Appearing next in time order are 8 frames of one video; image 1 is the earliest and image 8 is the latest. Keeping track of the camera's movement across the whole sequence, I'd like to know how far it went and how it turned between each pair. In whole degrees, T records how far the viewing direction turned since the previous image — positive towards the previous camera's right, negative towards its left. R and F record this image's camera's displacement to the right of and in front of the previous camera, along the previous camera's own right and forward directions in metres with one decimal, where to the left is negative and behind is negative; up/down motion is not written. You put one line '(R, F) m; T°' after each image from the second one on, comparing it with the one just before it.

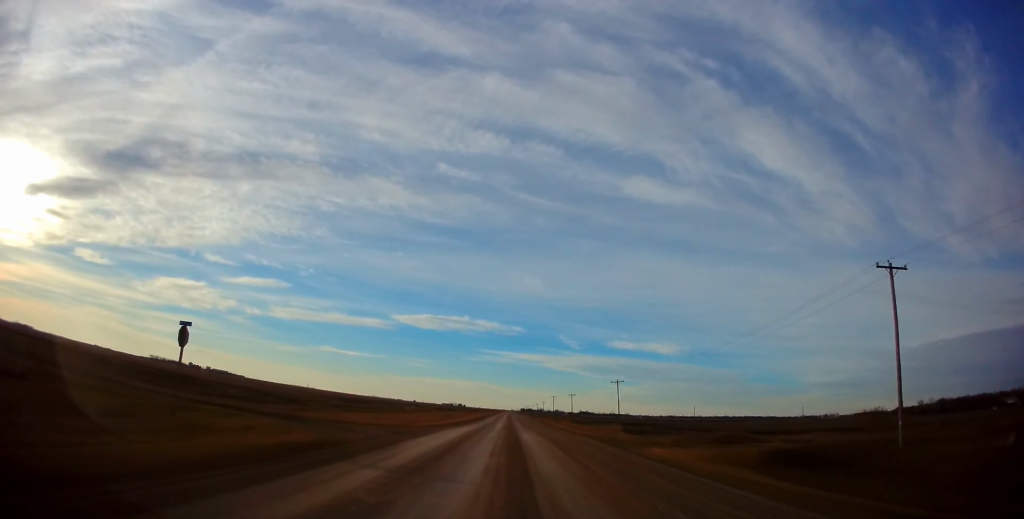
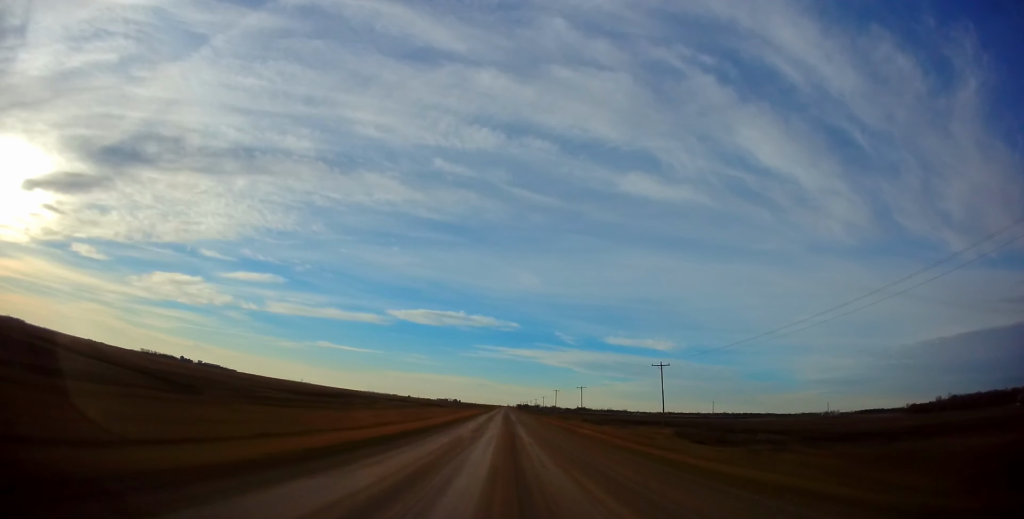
(-0.4, +33.6) m; -2°
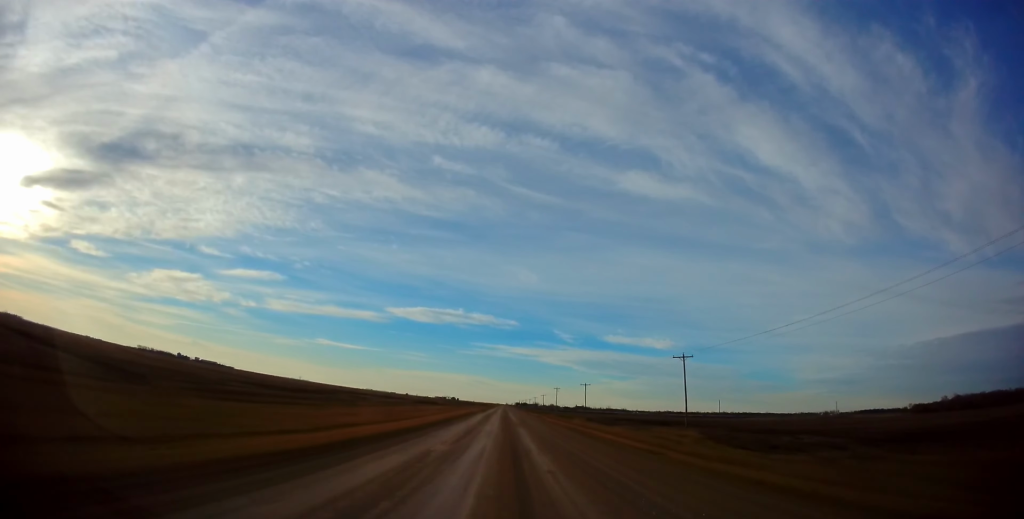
(-0.2, +10.5) m; 0°
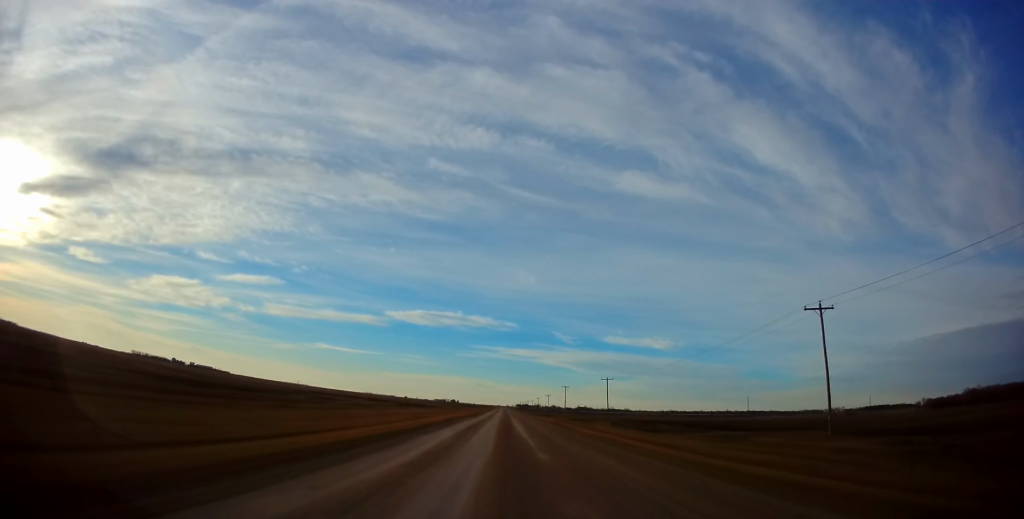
(+0.3, +30.0) m; +1°
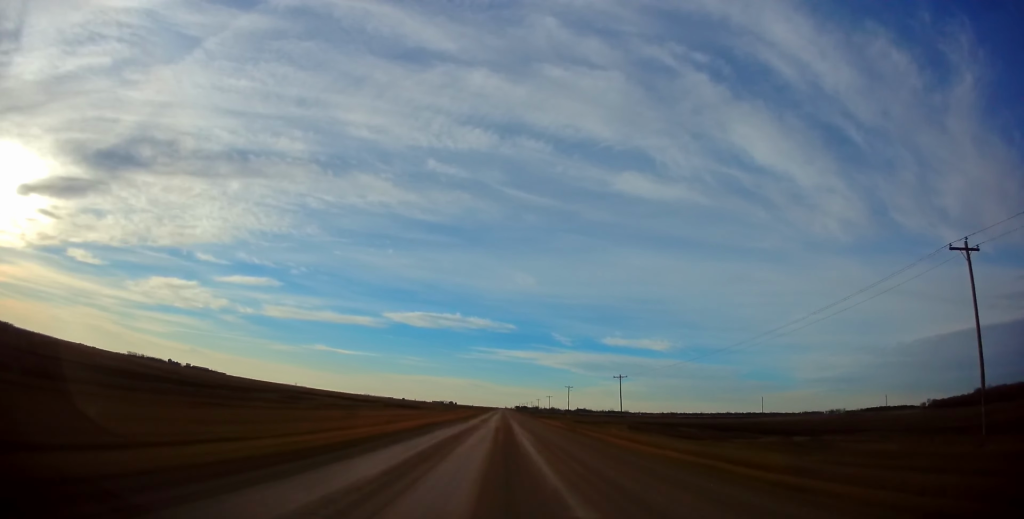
(0.0, +14.1) m; +1°
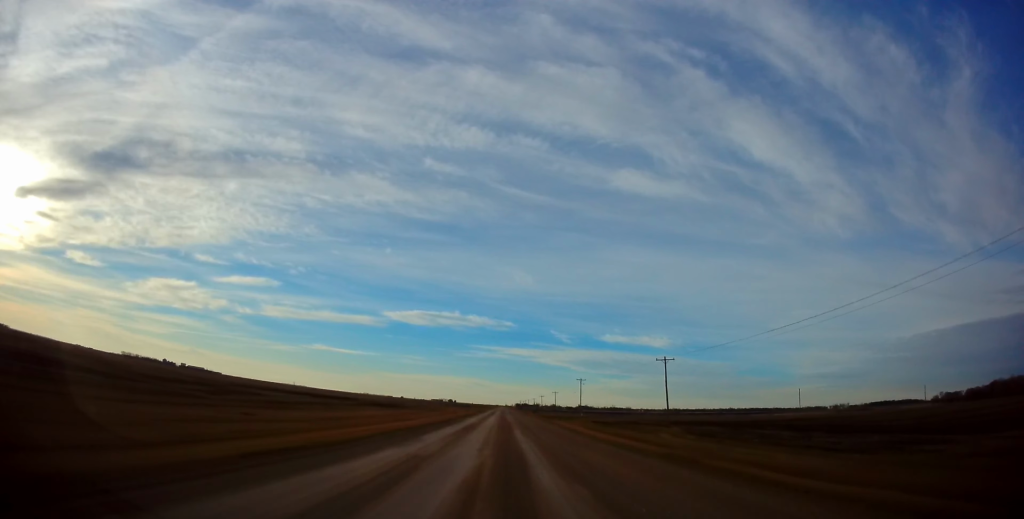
(+0.3, +27.9) m; +1°
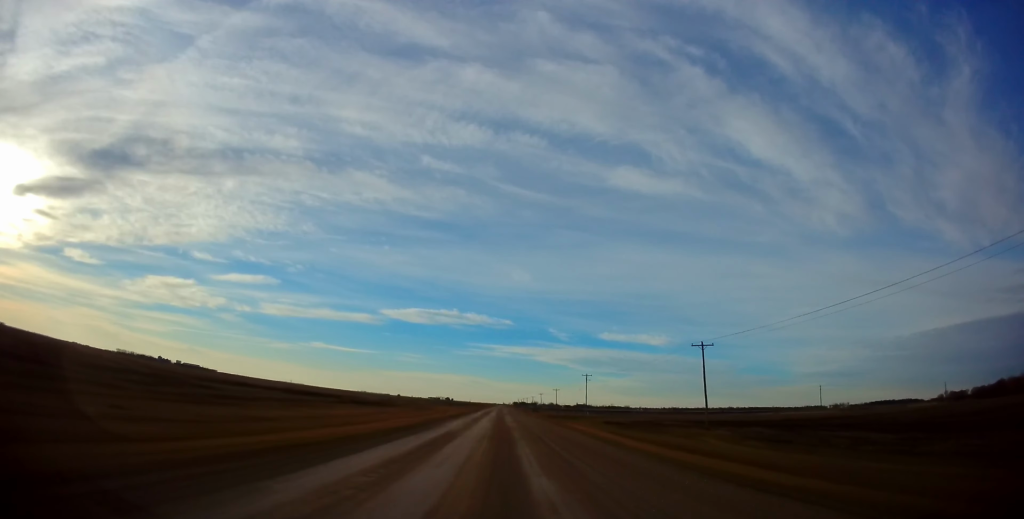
(+0.1, +14.4) m; 0°
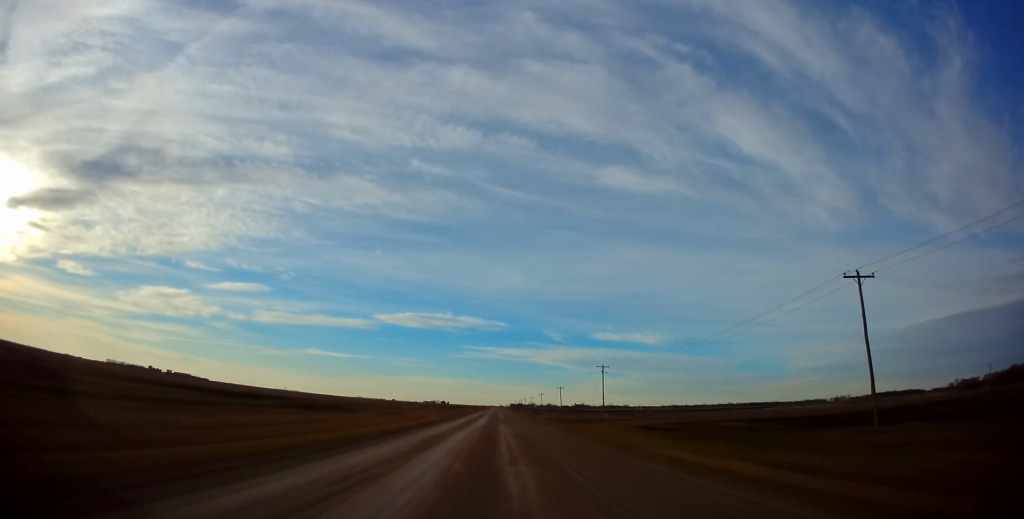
(-0.1, +27.8) m; -1°
